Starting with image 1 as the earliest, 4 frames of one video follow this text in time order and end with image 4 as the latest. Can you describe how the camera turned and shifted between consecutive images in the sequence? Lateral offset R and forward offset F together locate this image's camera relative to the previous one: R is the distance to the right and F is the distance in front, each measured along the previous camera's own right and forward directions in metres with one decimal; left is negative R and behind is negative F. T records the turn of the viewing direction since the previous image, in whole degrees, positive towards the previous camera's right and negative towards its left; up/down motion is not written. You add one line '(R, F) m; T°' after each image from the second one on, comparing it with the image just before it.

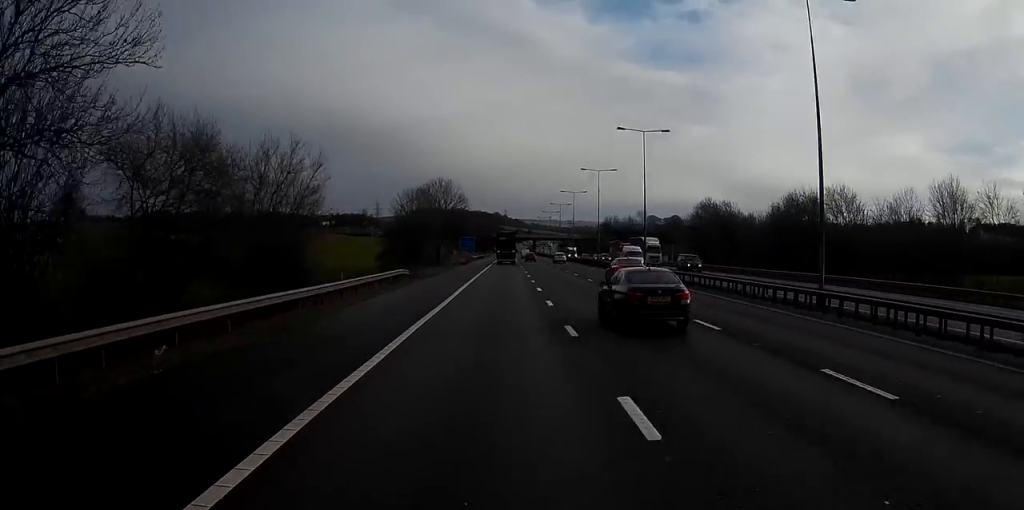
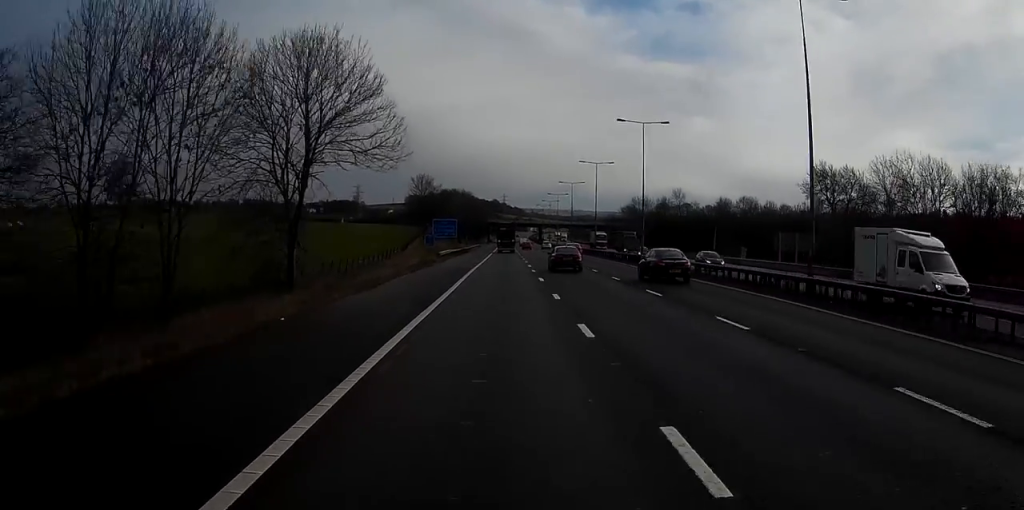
(-1.0, +65.2) m; -1°
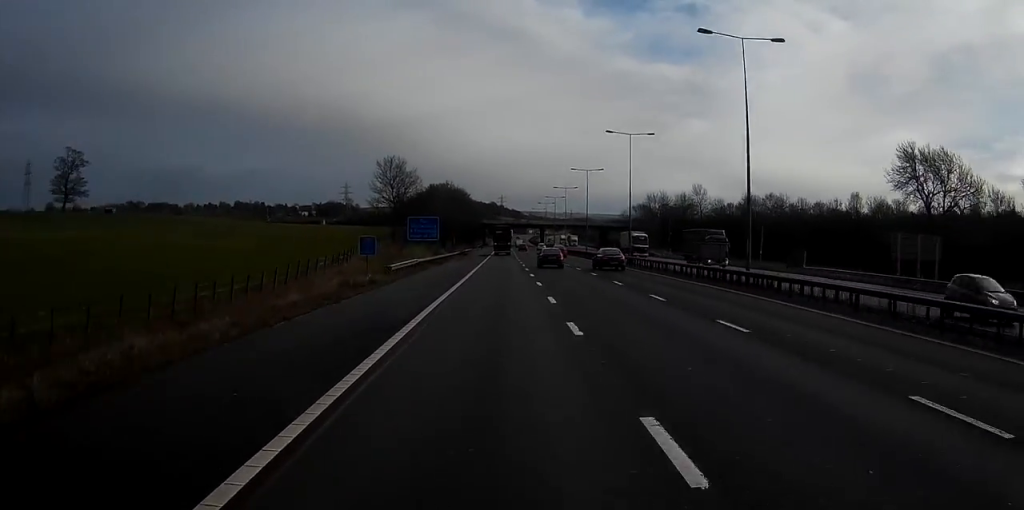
(+0.1, +27.5) m; 0°
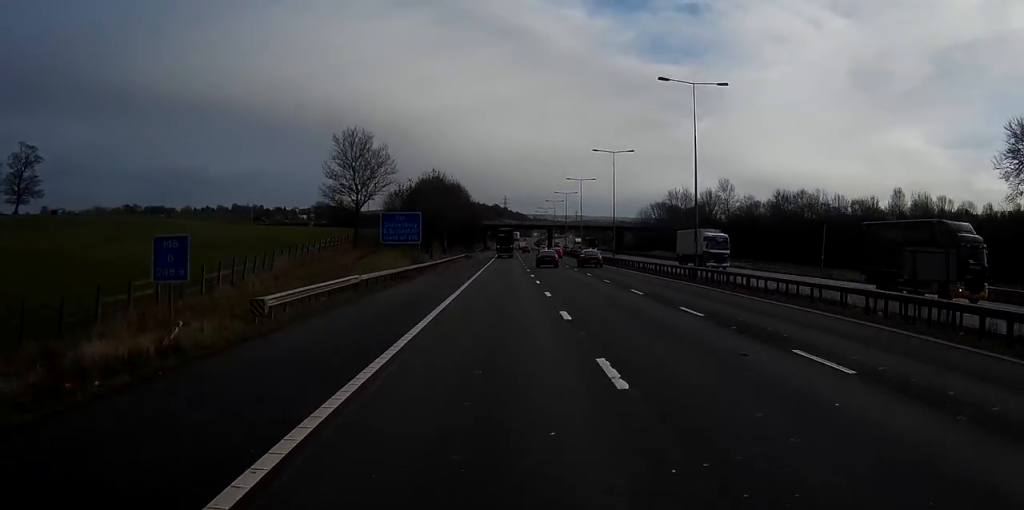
(+0.1, +22.4) m; 0°
